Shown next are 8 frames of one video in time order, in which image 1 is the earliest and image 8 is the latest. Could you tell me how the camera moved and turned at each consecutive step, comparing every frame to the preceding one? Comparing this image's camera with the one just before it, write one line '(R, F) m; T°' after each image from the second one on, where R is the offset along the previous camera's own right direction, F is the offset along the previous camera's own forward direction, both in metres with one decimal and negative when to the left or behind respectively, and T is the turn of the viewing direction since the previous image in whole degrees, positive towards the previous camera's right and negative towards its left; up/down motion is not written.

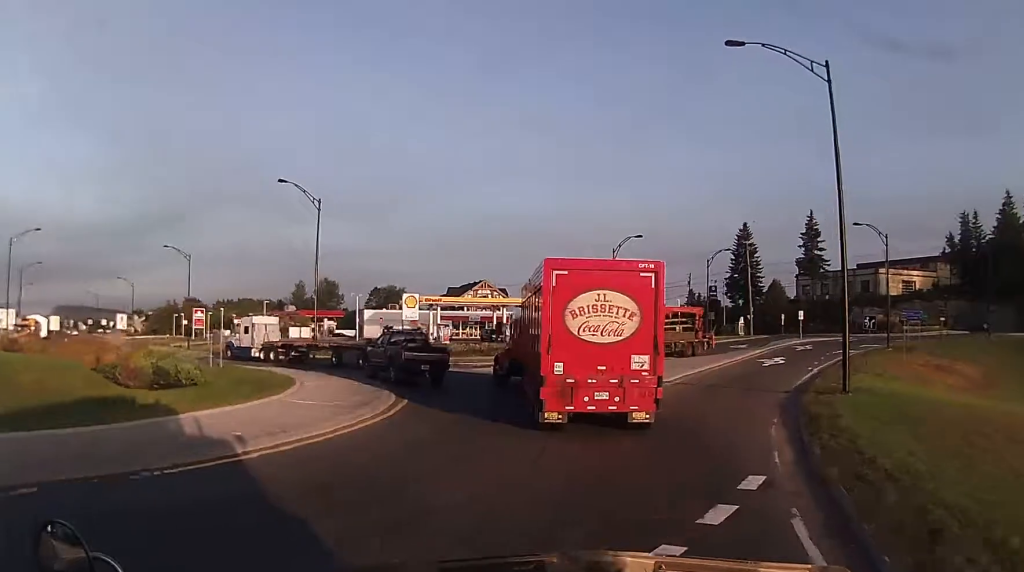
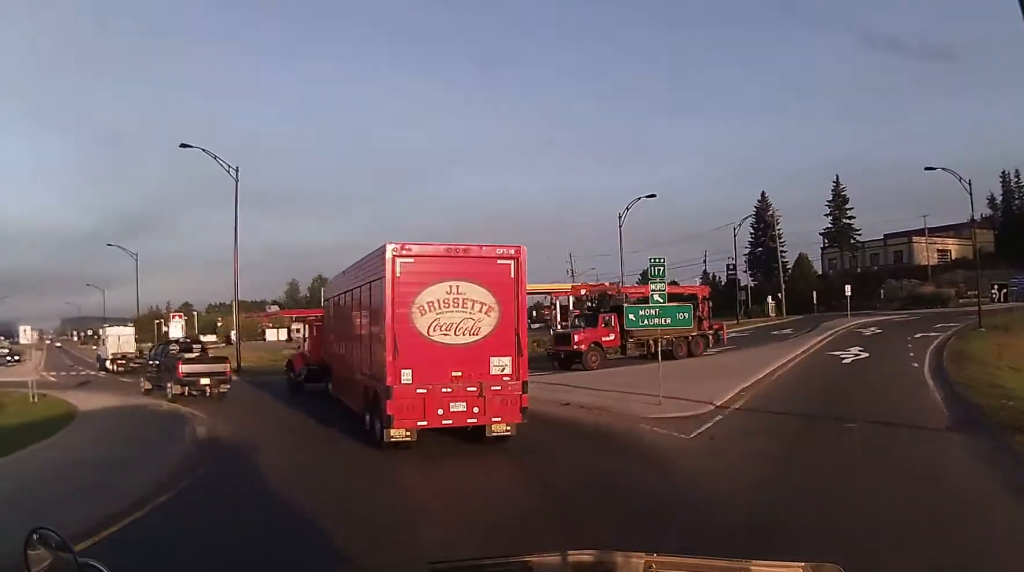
(+0.6, +13.2) m; +1°
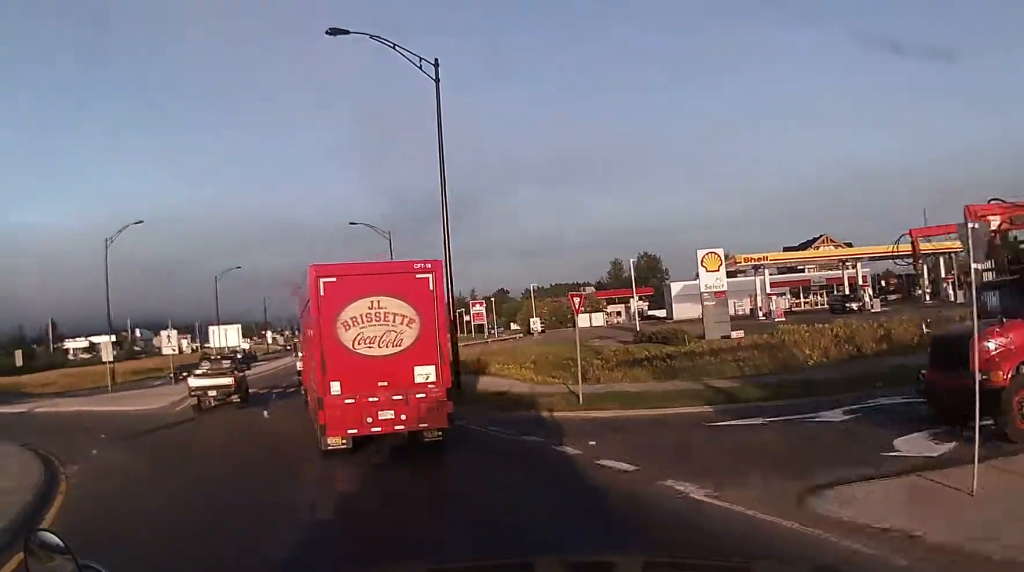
(-3.4, +19.1) m; -24°
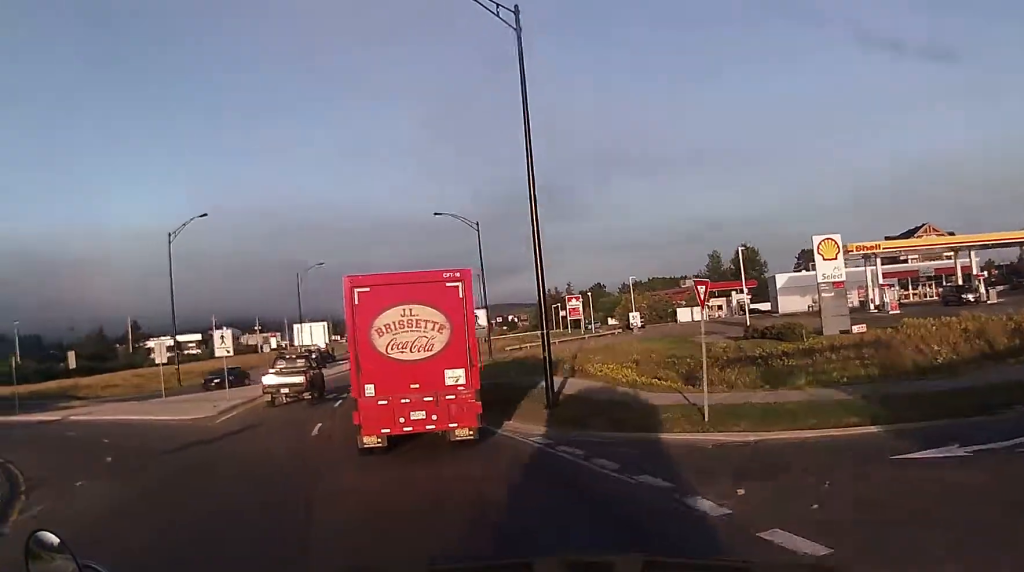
(-0.4, +4.6) m; -6°
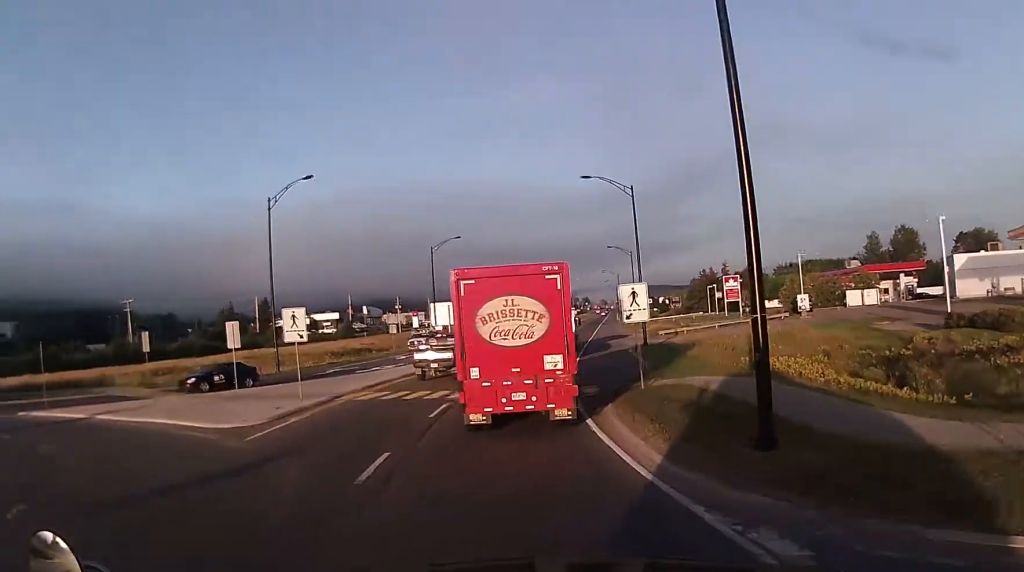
(-0.8, +8.3) m; -10°
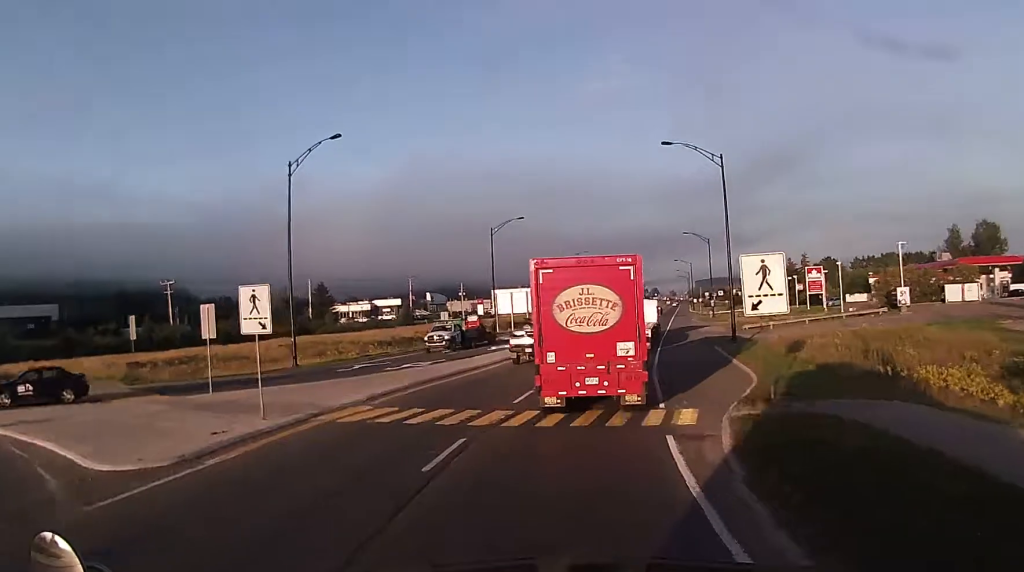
(-0.6, +8.0) m; -7°
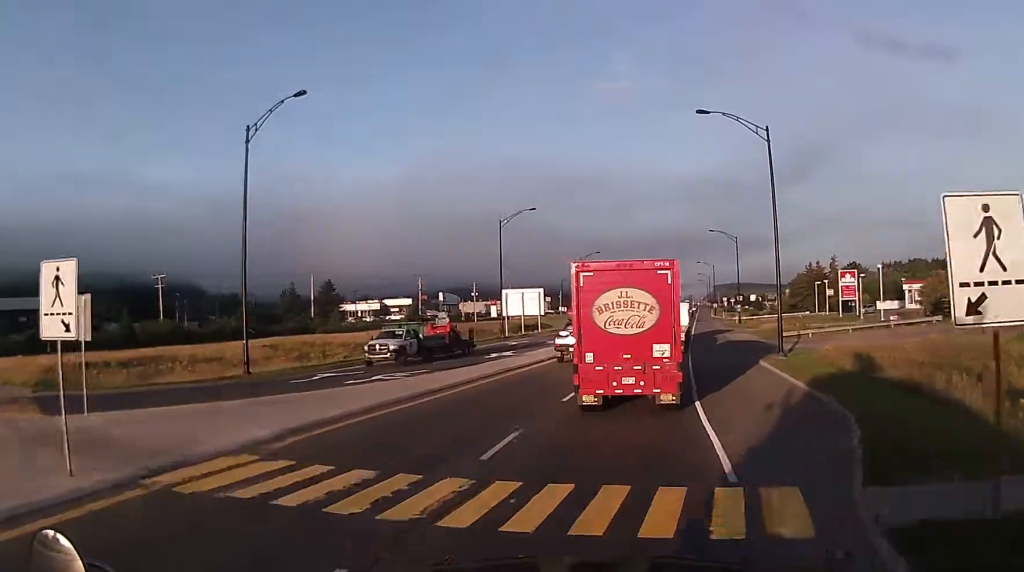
(-0.6, +7.5) m; -1°
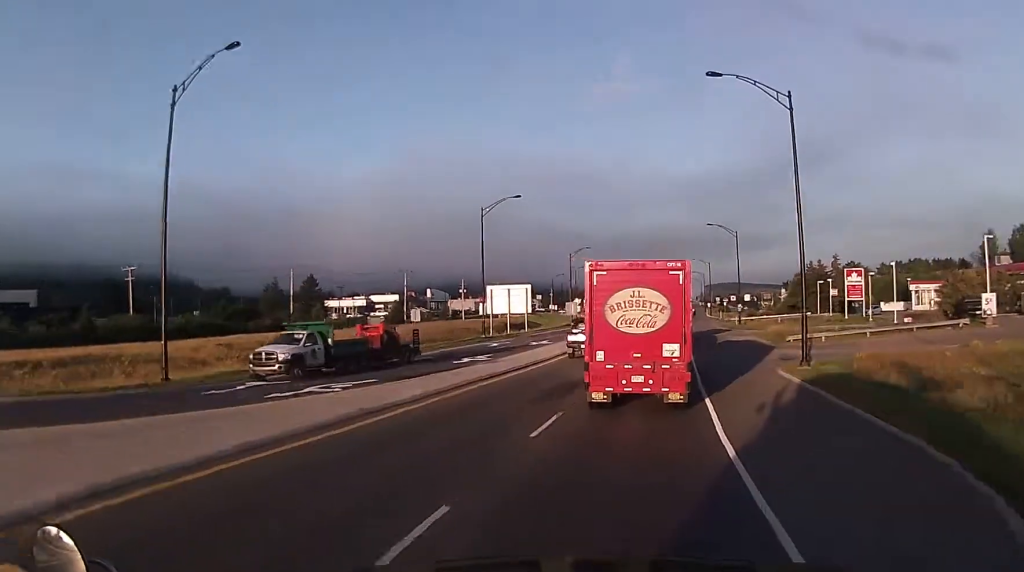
(+0.2, +6.1) m; 0°
